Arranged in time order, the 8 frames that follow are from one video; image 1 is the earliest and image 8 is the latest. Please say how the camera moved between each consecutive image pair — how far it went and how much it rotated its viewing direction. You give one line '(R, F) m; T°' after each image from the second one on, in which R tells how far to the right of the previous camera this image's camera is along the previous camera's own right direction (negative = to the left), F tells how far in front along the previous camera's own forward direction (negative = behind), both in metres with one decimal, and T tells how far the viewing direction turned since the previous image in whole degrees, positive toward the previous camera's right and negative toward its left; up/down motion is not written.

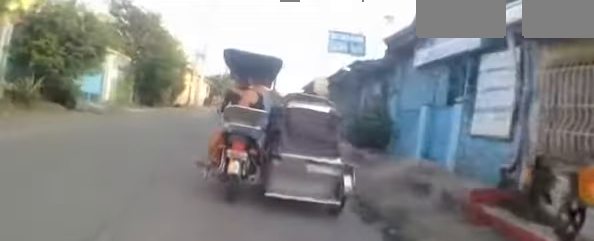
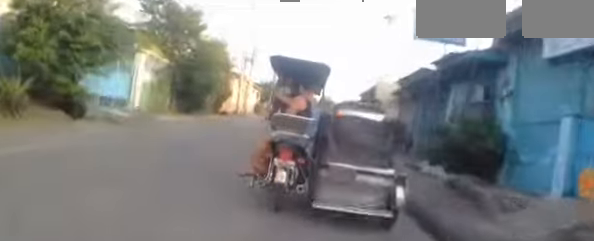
(+0.1, +3.2) m; -3°
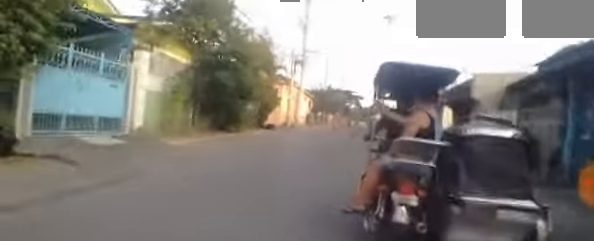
(-0.6, +5.9) m; -6°
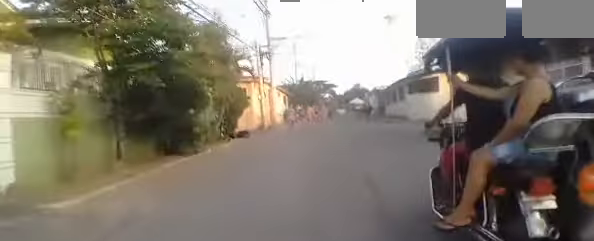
(-0.1, +4.5) m; +1°
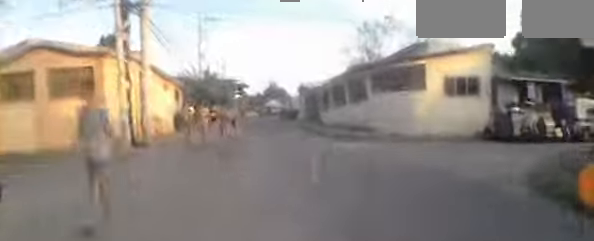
(+1.4, +11.6) m; +13°
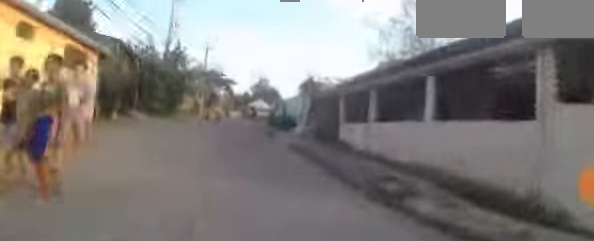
(+0.9, +11.5) m; +2°
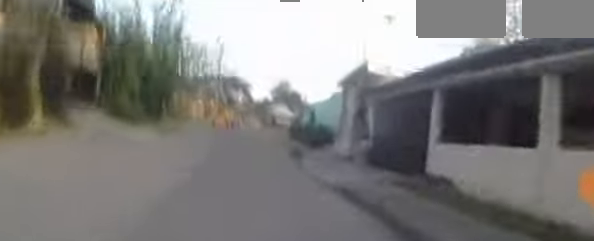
(-0.3, +6.9) m; -5°
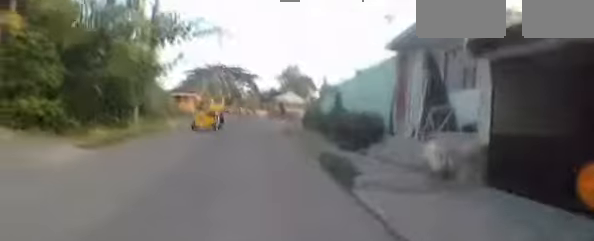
(-0.2, +5.6) m; -3°
